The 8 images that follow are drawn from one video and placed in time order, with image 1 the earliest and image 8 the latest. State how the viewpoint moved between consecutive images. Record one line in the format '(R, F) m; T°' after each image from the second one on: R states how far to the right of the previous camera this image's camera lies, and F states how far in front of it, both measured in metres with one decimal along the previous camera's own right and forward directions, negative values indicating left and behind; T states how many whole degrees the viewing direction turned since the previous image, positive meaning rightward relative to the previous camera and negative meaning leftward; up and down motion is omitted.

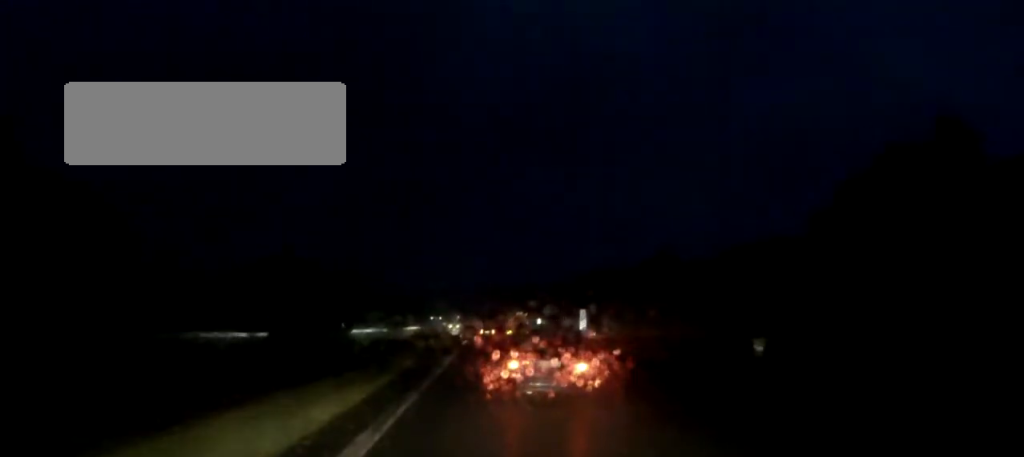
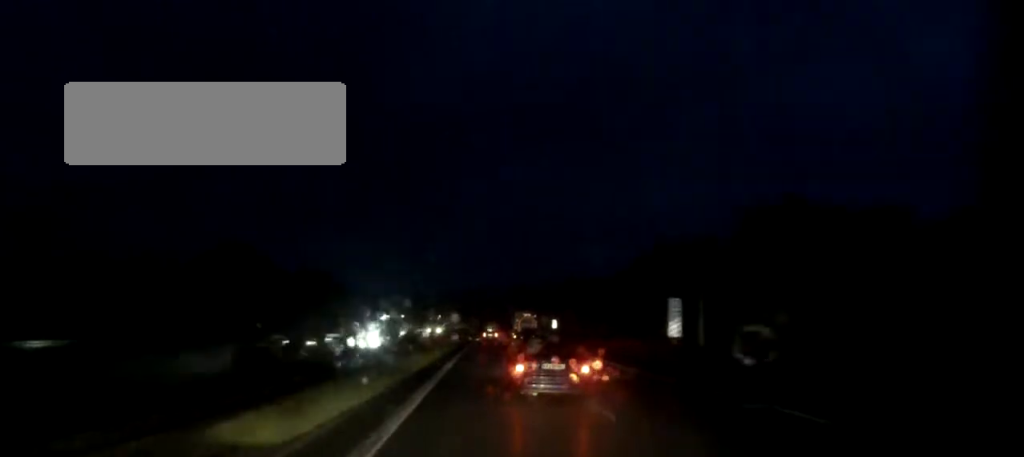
(+0.1, +40.5) m; 0°
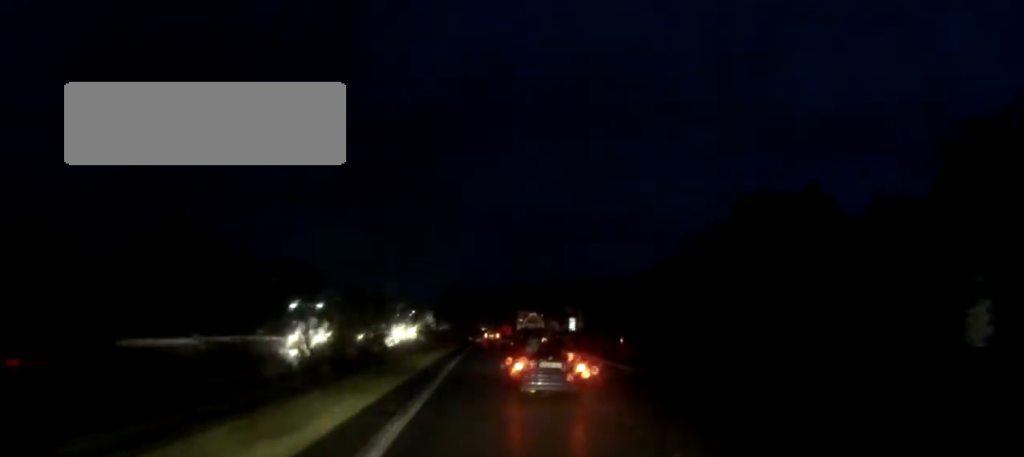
(0.0, +28.3) m; 0°
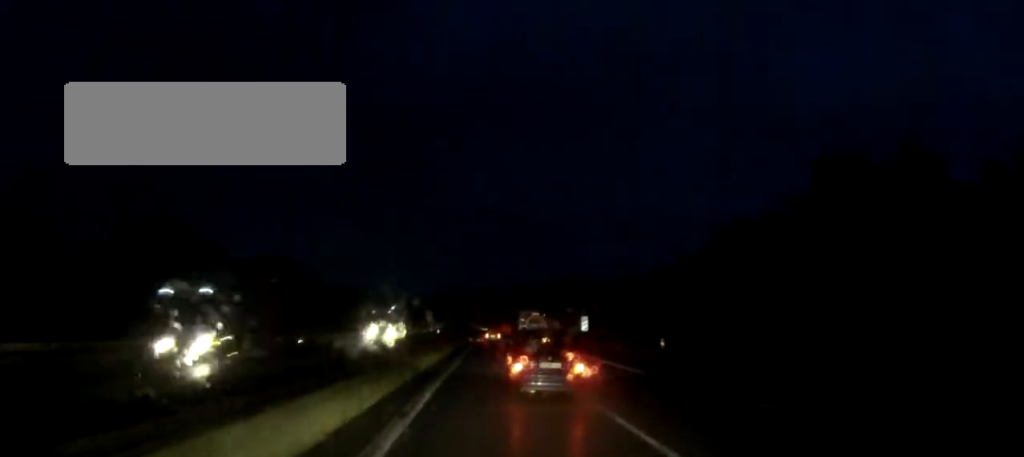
(0.0, +12.6) m; 0°
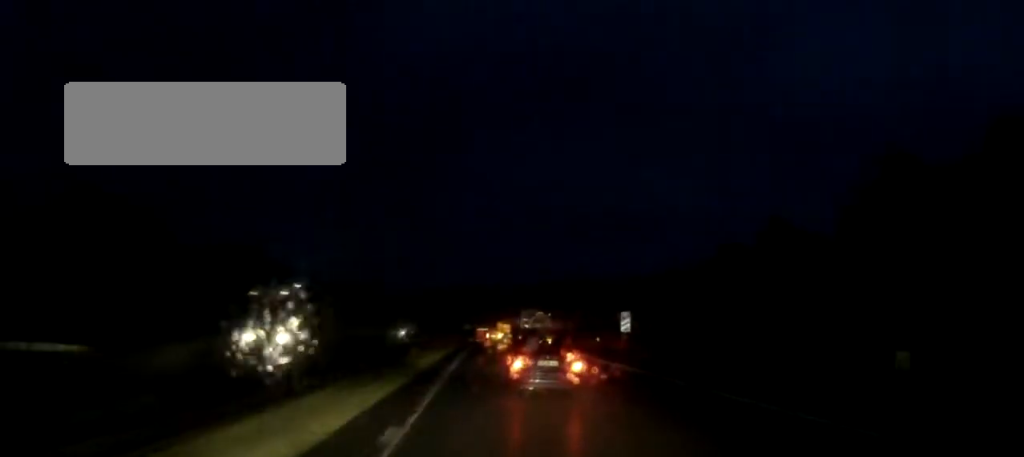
(+0.1, +25.2) m; 0°
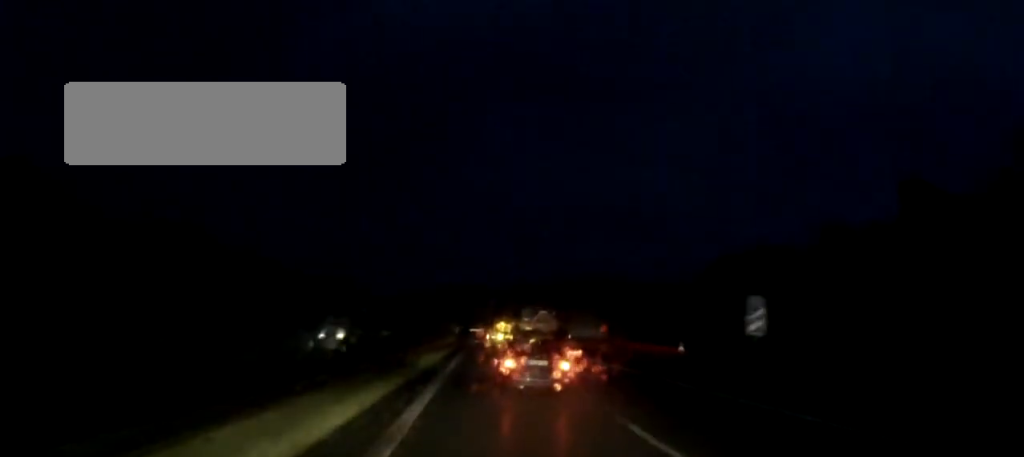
(+0.1, +29.2) m; 0°
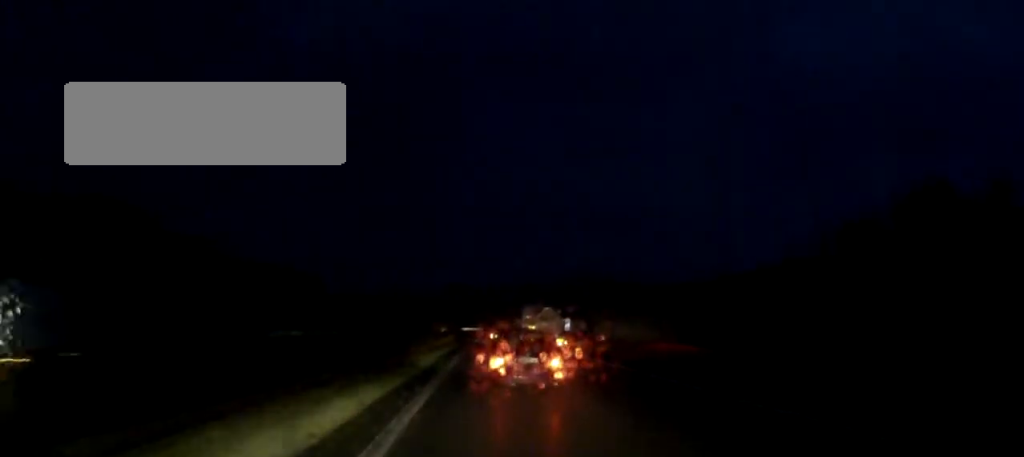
(0.0, +26.5) m; 0°
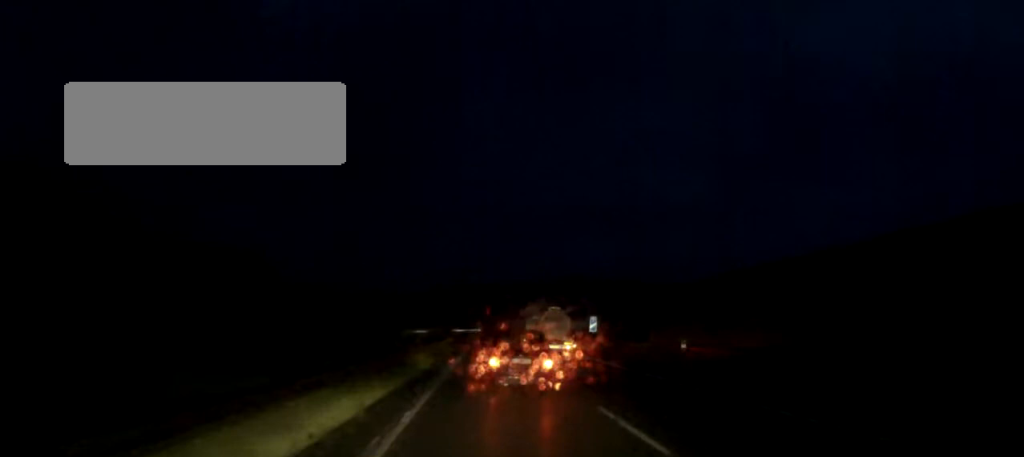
(+0.2, +25.6) m; 0°
